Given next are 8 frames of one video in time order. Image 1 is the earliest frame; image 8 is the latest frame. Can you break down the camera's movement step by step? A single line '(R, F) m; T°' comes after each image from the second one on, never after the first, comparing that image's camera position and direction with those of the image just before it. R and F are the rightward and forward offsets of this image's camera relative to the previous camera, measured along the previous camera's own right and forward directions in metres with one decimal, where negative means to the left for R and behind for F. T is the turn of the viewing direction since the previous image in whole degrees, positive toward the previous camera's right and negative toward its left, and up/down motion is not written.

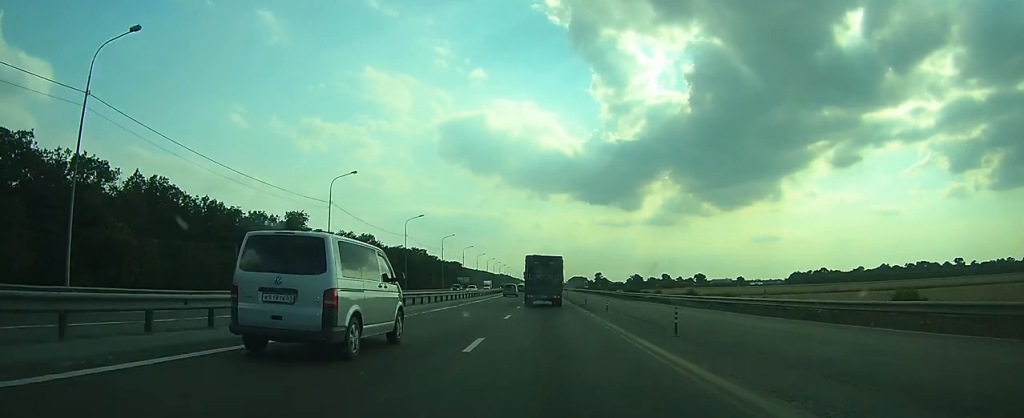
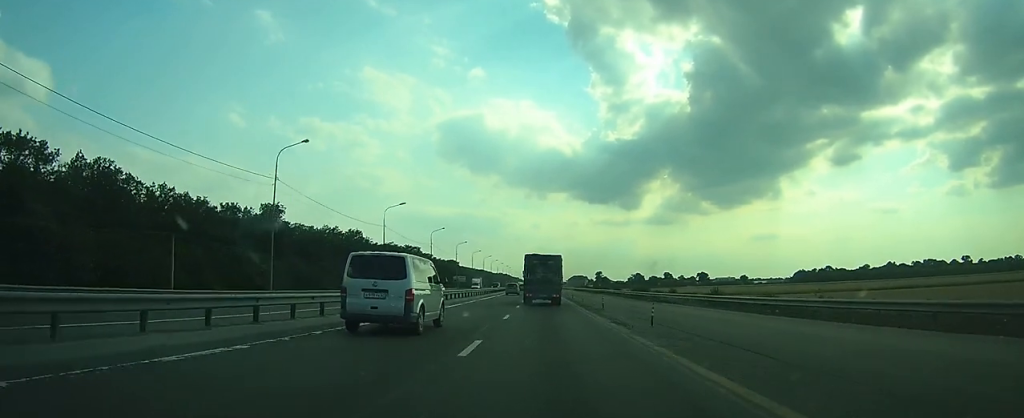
(0.0, +12.4) m; 0°
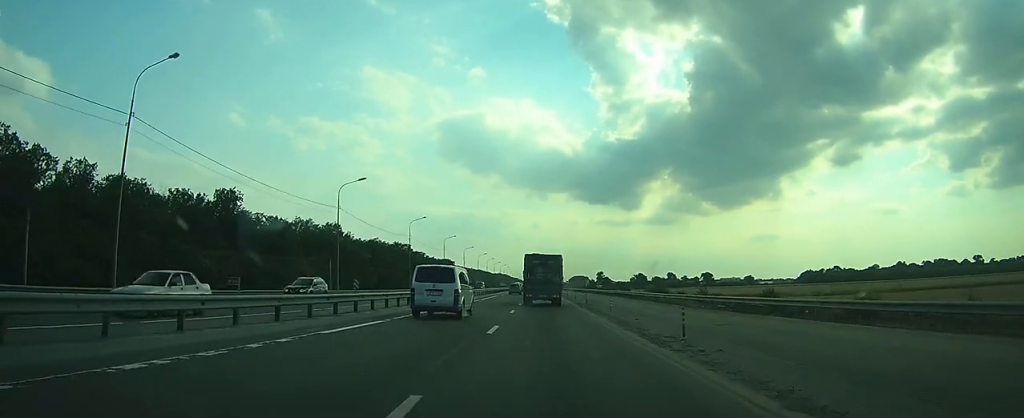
(0.0, +18.3) m; 0°
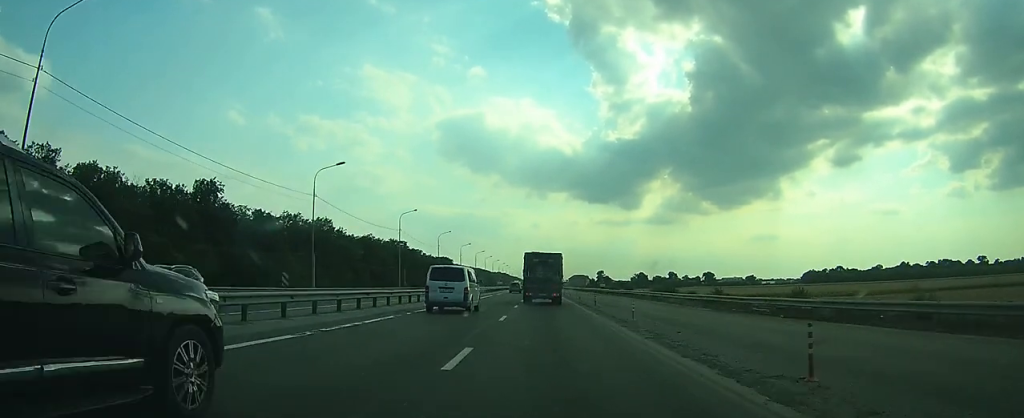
(0.0, +6.9) m; 0°
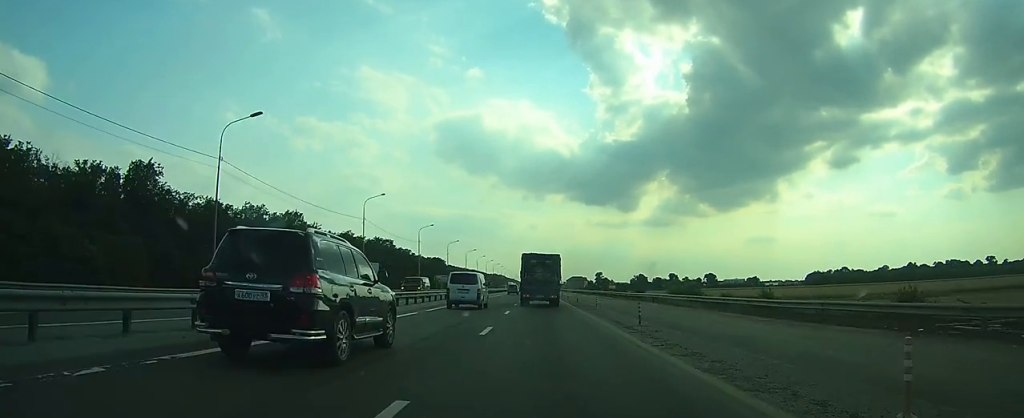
(0.0, +16.9) m; 0°
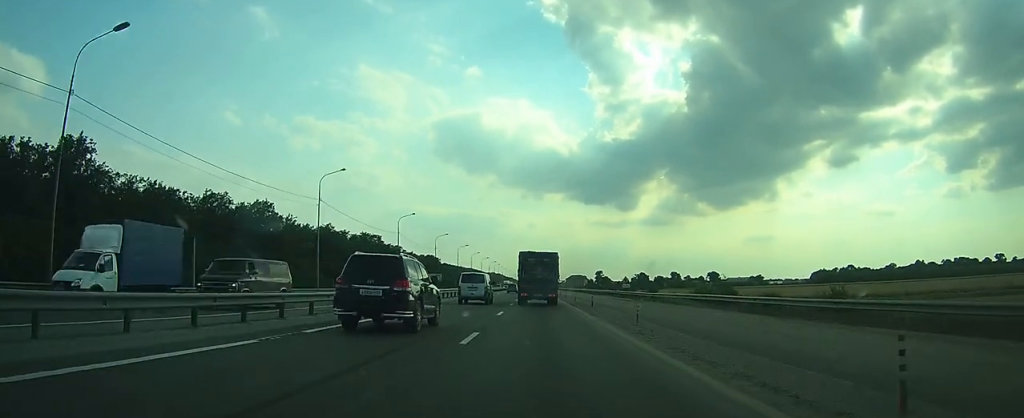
(0.0, +14.6) m; 0°
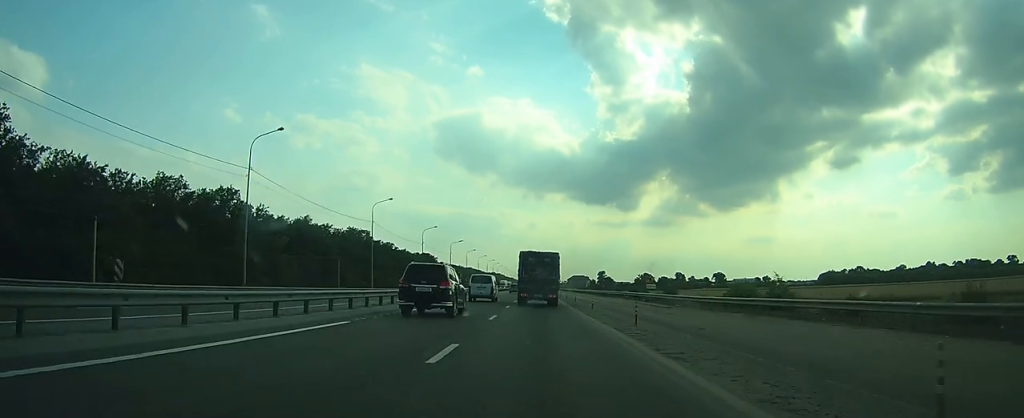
(0.0, +15.2) m; 0°
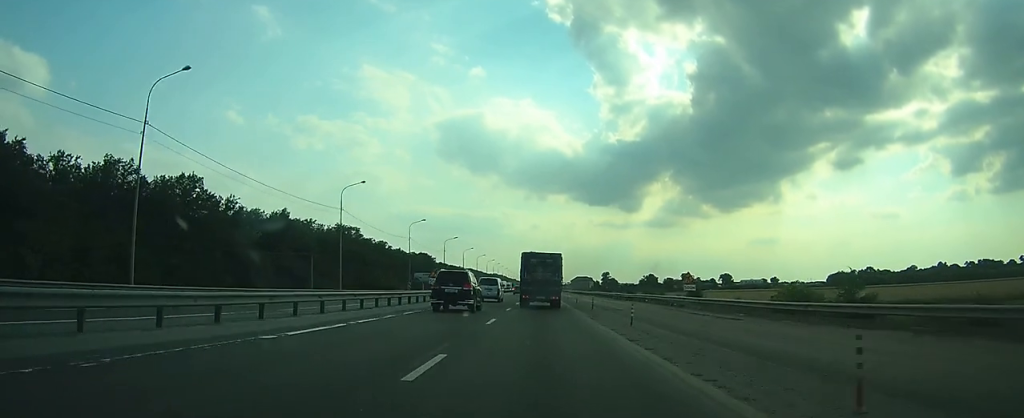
(0.0, +13.4) m; 0°
